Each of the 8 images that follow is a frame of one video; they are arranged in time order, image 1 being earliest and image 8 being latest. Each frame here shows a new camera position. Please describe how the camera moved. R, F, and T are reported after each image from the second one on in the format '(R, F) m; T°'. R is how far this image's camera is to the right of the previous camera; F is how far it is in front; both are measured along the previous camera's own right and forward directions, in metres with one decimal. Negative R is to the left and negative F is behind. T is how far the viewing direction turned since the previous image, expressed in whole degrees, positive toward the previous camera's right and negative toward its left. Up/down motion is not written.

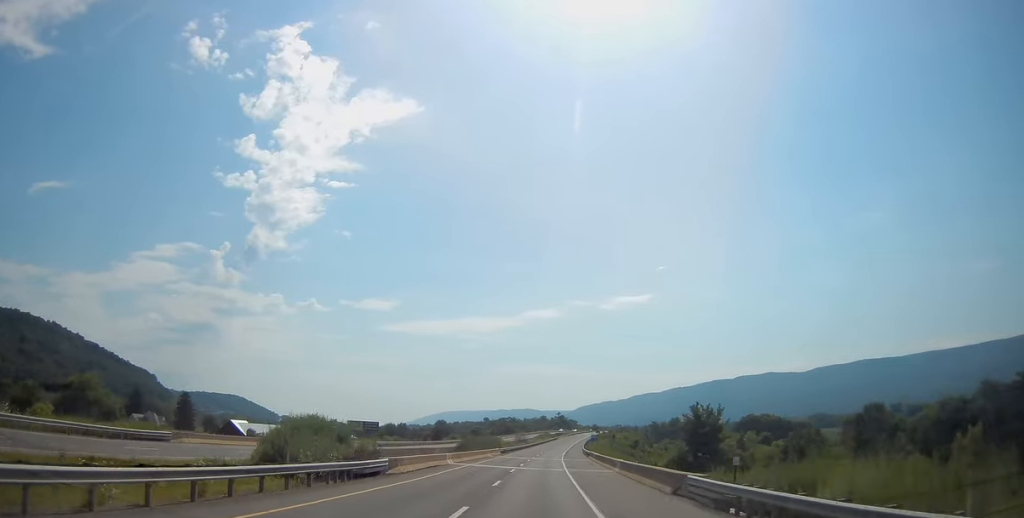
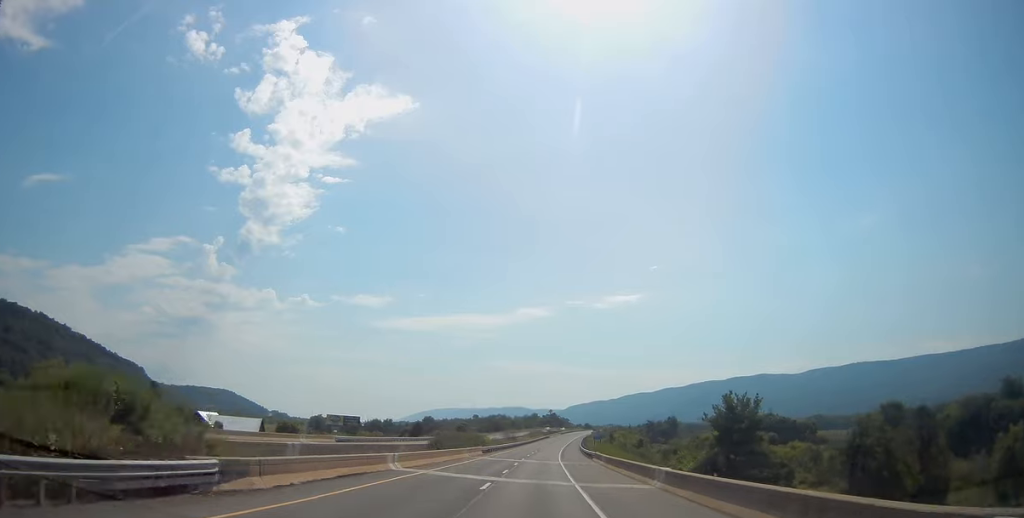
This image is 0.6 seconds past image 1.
(+0.1, +16.8) m; +1°
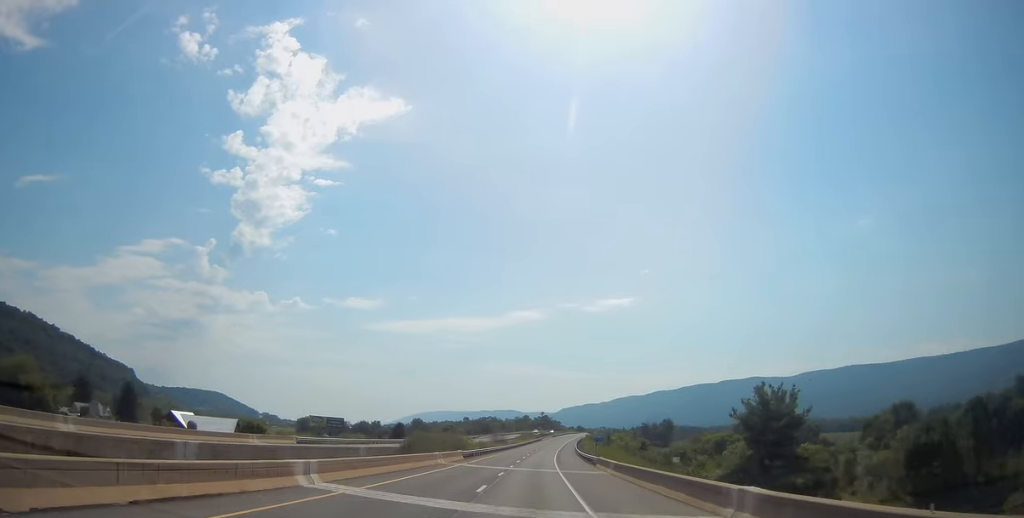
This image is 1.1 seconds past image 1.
(-0.1, +11.4) m; +1°
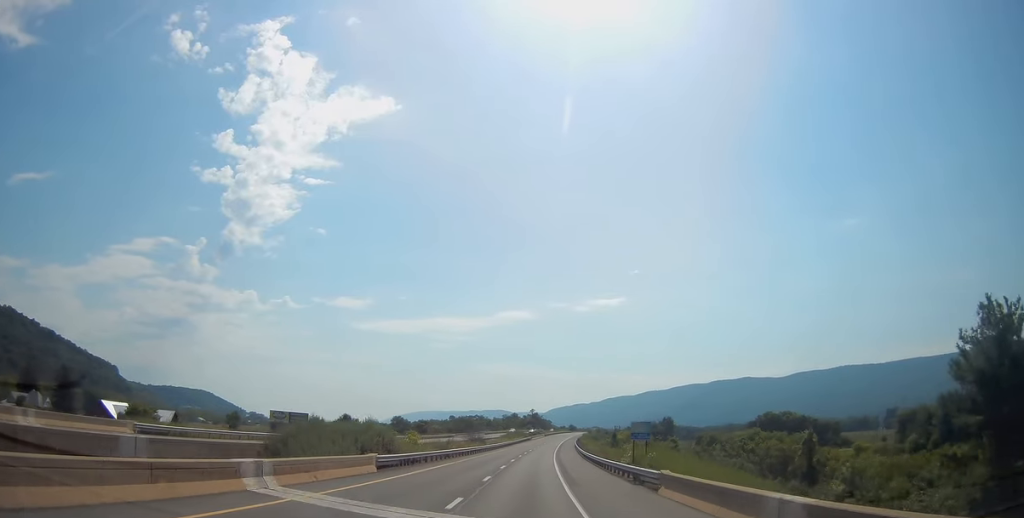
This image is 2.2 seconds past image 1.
(+0.5, +30.4) m; +1°
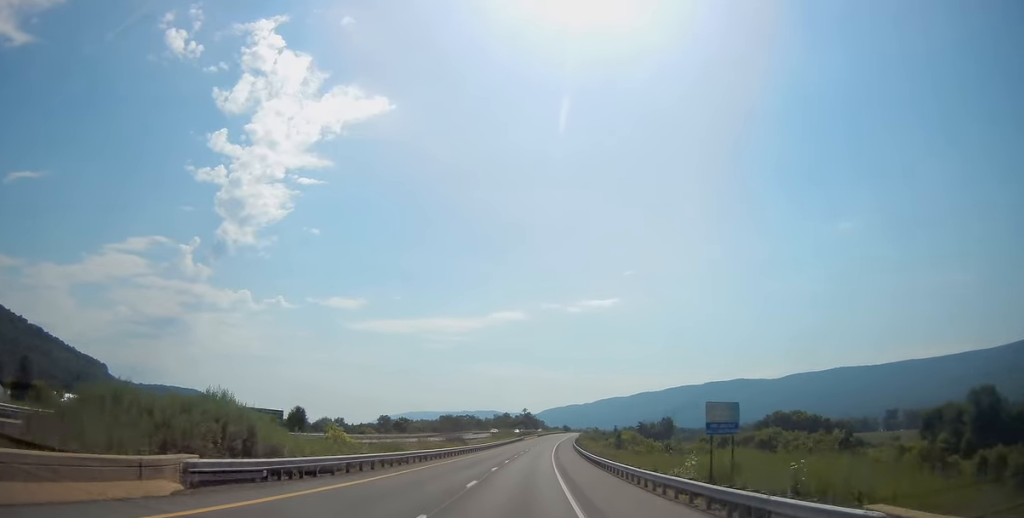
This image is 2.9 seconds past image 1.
(+0.1, +17.3) m; 0°
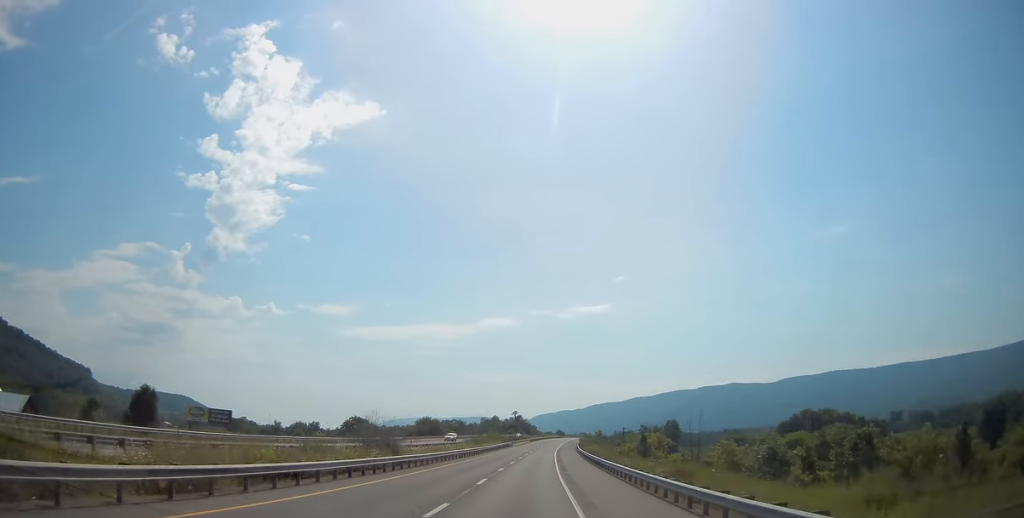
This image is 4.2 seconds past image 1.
(0.0, +33.0) m; +1°
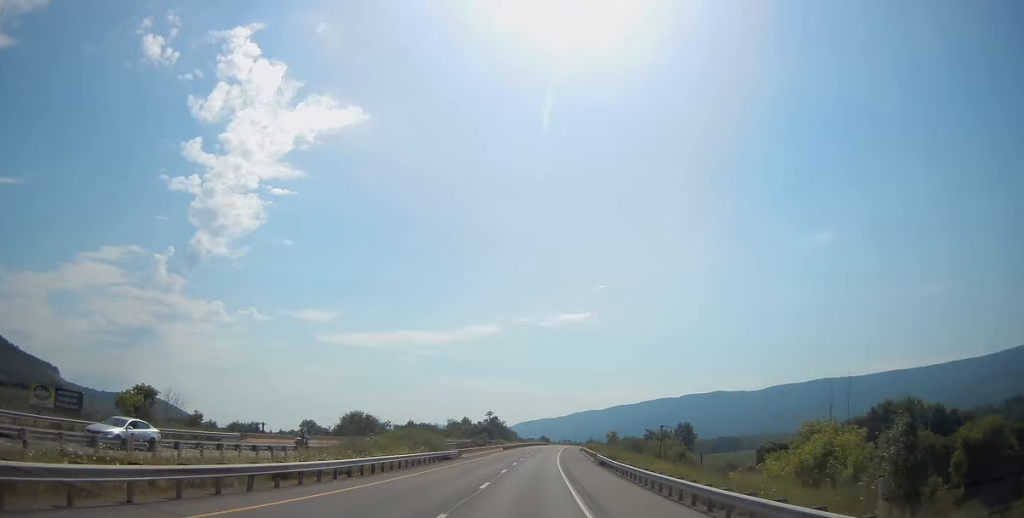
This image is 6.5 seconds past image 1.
(+1.7, +62.0) m; +2°
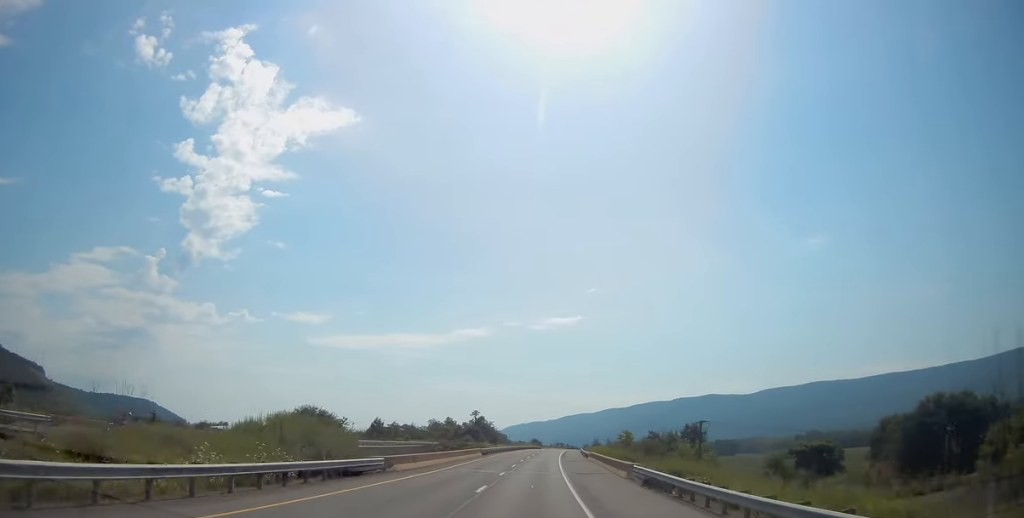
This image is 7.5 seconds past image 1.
(-0.1, +25.6) m; +1°
